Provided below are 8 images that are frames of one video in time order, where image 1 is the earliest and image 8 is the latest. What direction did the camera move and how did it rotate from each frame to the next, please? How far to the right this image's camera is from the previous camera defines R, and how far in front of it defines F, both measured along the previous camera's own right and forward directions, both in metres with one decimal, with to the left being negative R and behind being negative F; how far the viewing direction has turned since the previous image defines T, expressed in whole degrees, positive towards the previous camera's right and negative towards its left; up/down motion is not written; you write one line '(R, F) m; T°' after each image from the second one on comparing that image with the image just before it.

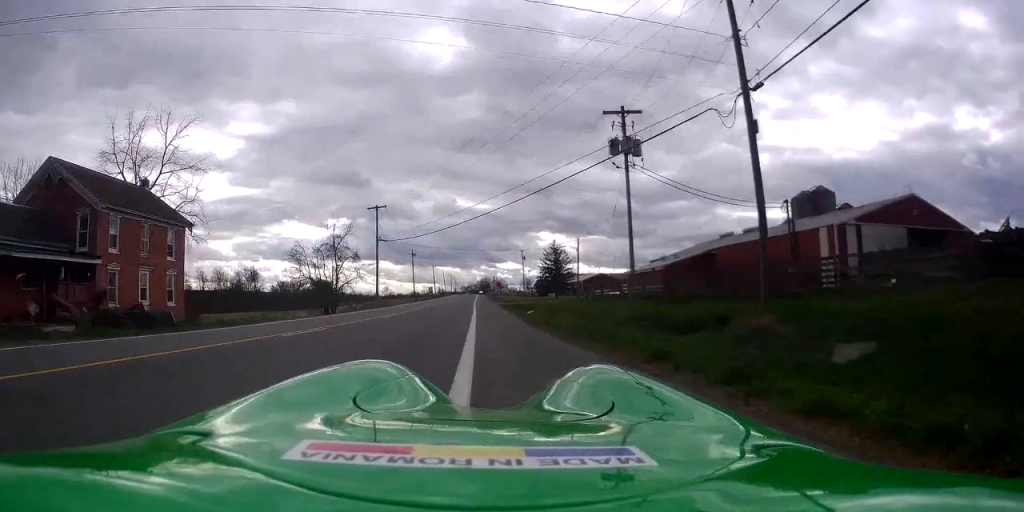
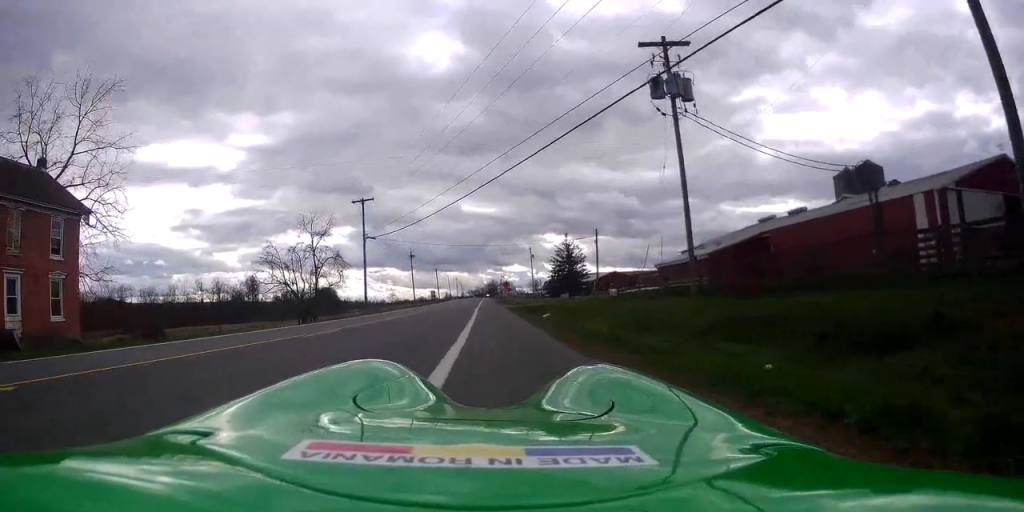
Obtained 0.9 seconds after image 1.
(+0.2, +10.1) m; -1°
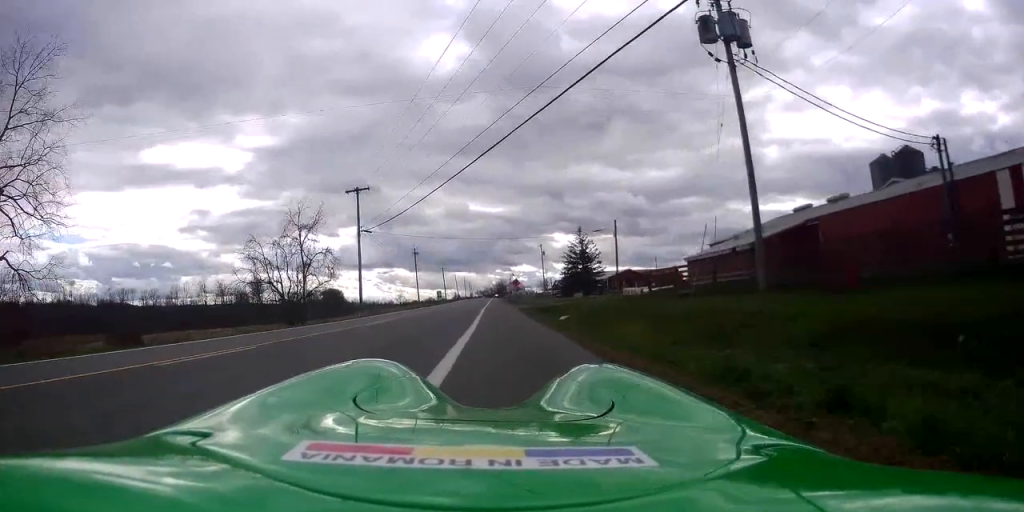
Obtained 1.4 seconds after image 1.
(-0.3, +6.3) m; -1°
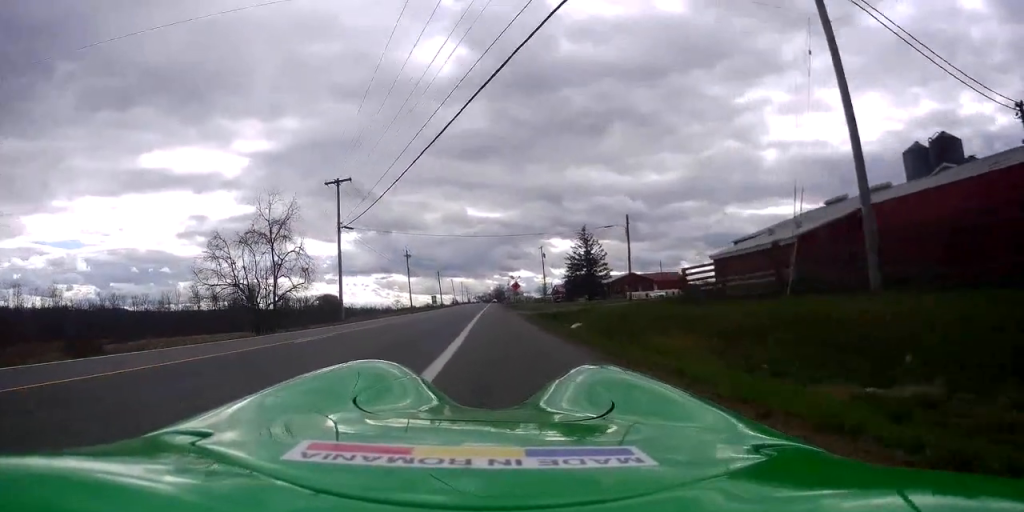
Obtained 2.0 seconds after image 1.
(0.0, +6.2) m; 0°
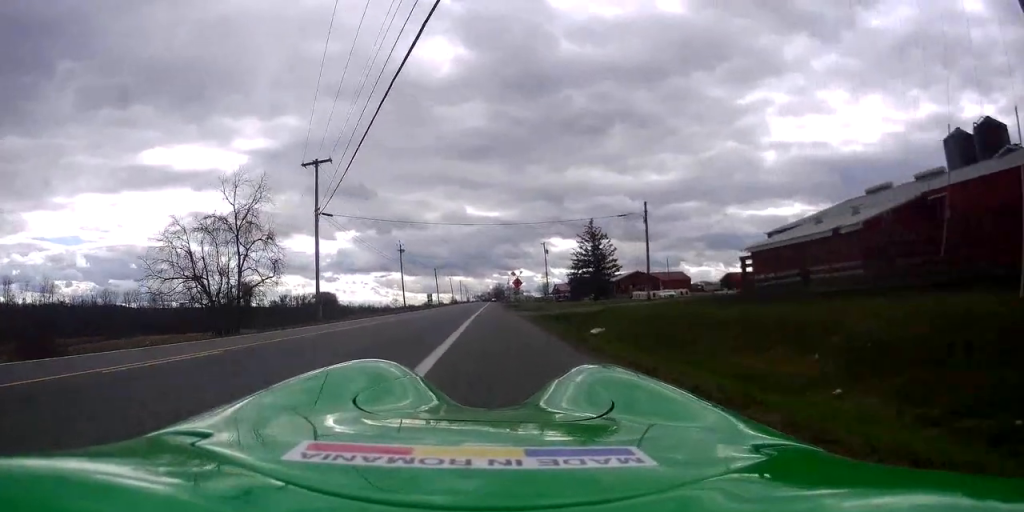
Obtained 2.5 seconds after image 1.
(0.0, +6.7) m; 0°
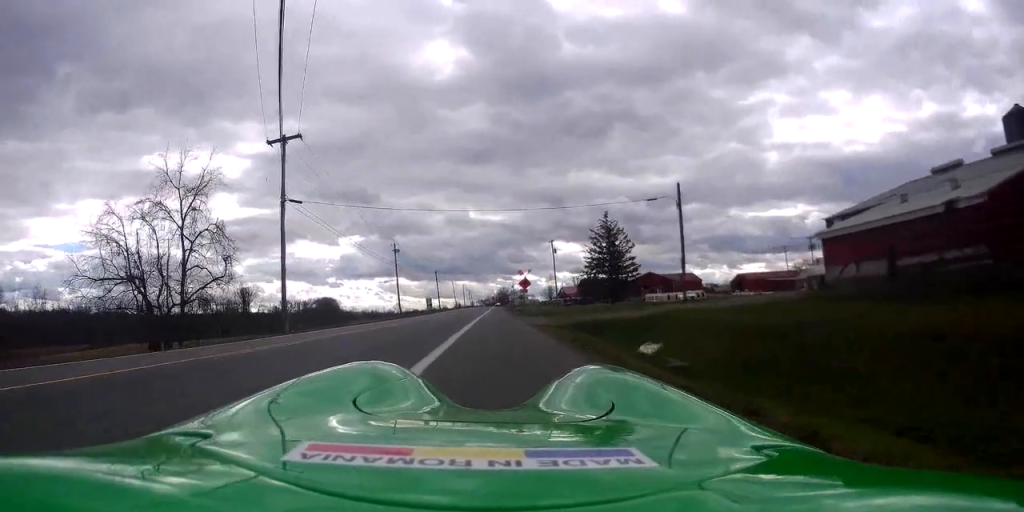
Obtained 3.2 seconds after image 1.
(0.0, +8.0) m; 0°
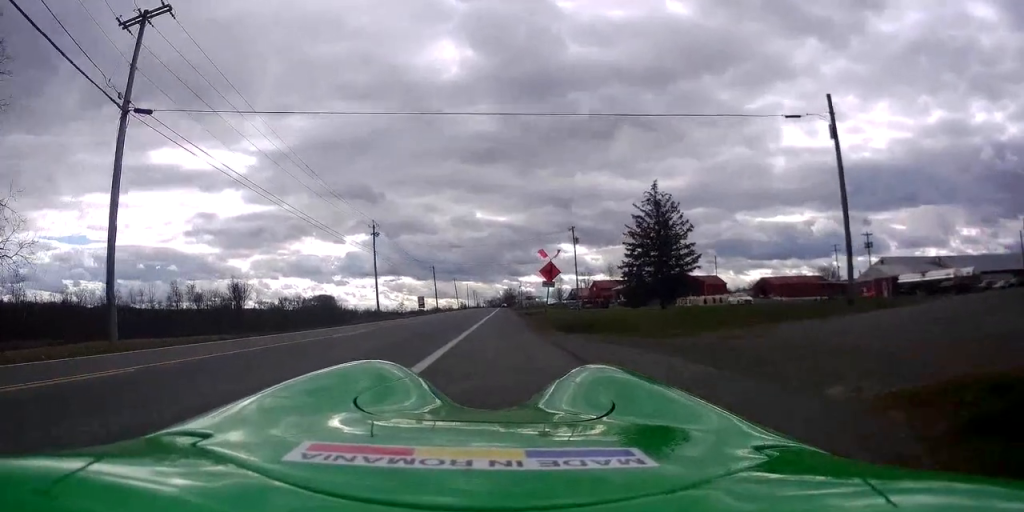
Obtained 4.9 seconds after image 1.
(-0.1, +18.0) m; -2°
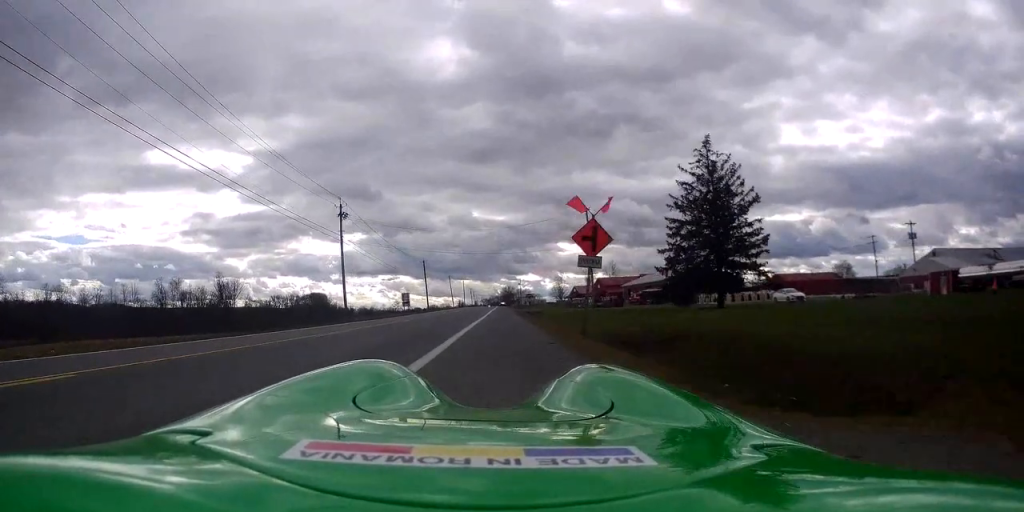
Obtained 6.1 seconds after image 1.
(-0.2, +13.3) m; 0°
